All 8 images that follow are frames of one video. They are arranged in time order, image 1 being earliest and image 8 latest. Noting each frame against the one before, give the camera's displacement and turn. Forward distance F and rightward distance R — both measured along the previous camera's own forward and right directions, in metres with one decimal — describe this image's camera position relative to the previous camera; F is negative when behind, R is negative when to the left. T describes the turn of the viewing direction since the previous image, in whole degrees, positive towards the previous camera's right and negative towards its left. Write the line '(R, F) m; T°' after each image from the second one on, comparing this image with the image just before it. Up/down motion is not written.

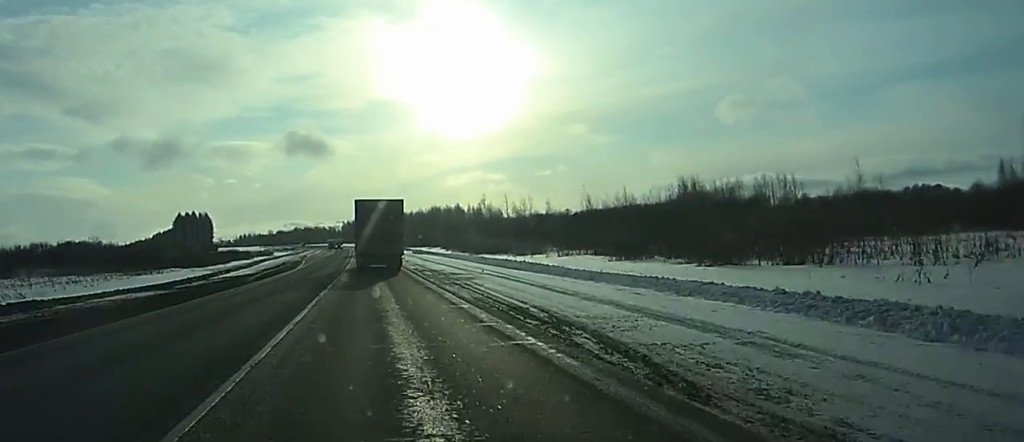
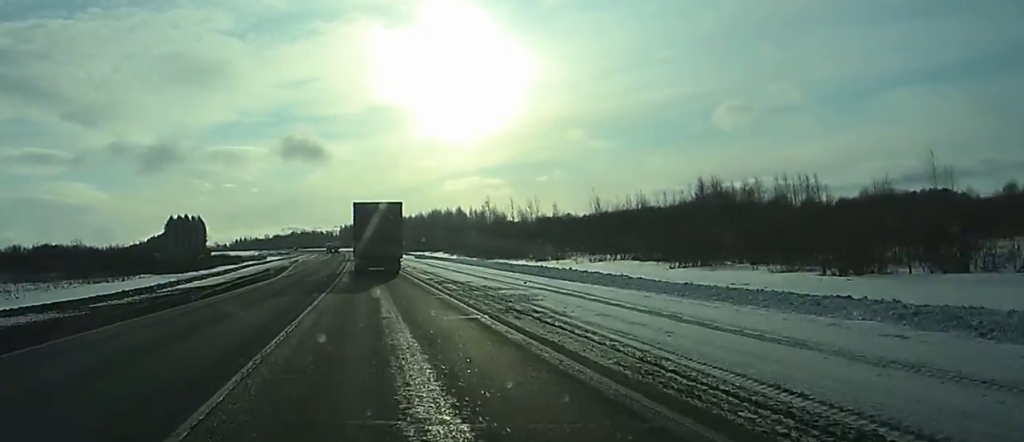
(-0.1, +13.1) m; 0°
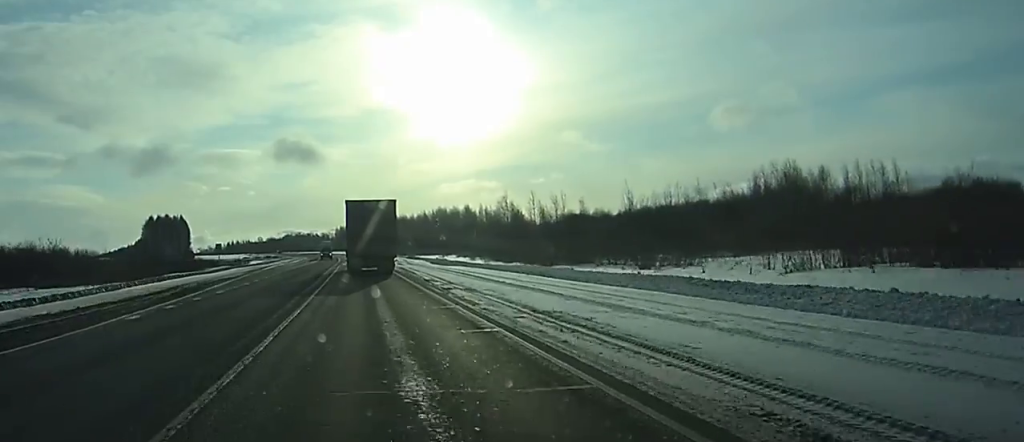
(+0.2, +34.5) m; +1°
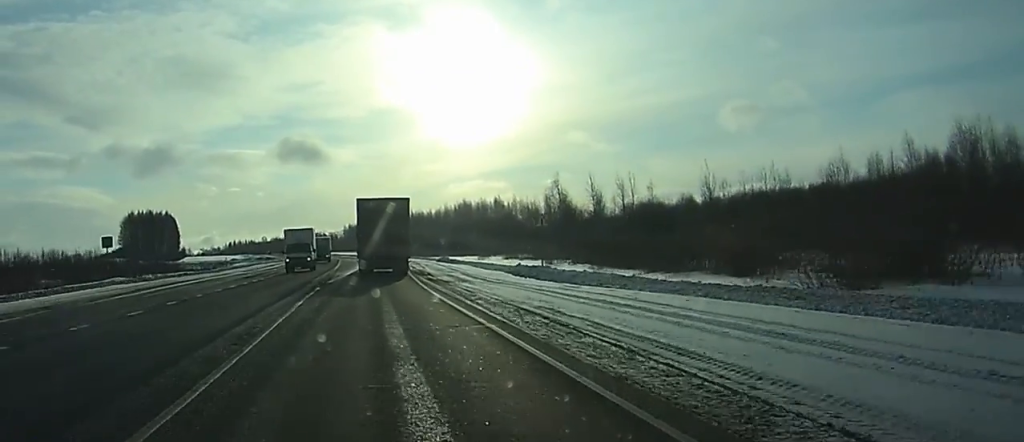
(0.0, +46.4) m; 0°
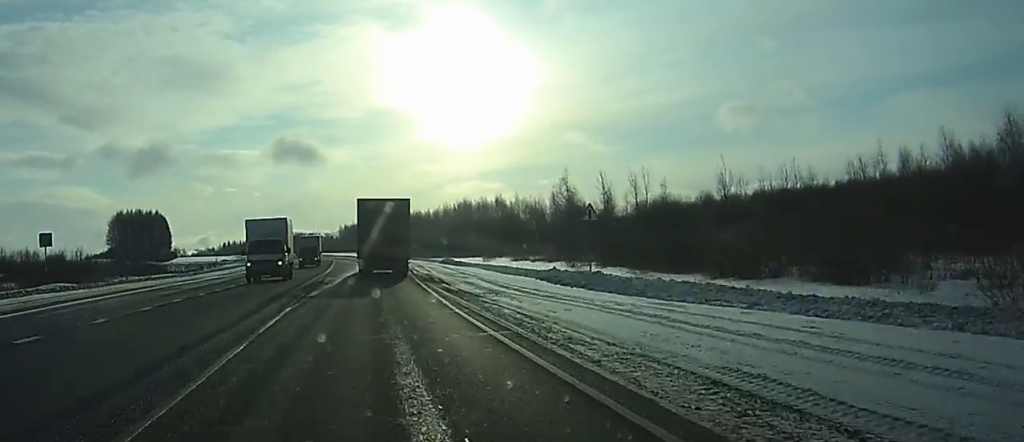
(0.0, +10.3) m; 0°
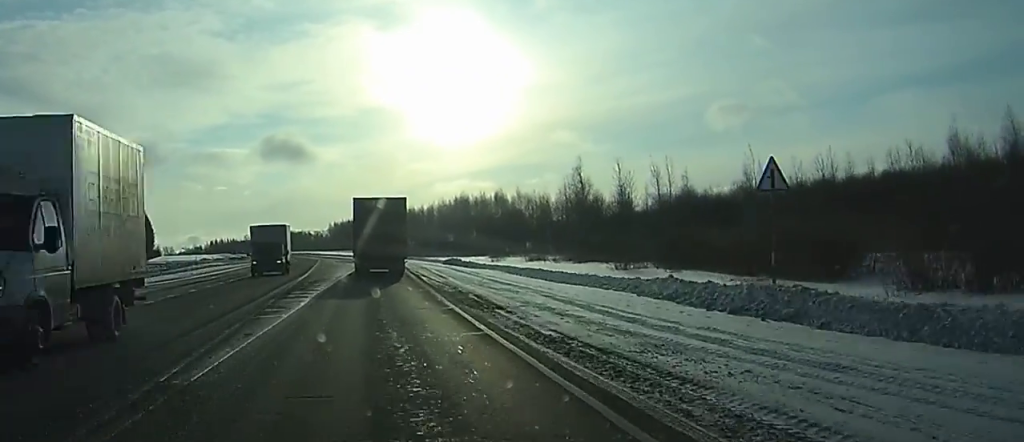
(-0.1, +16.8) m; 0°
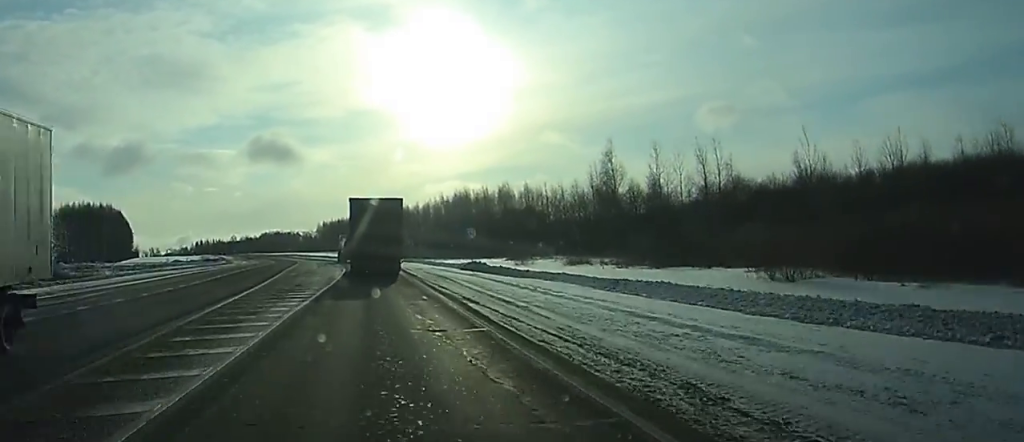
(0.0, +23.0) m; 0°
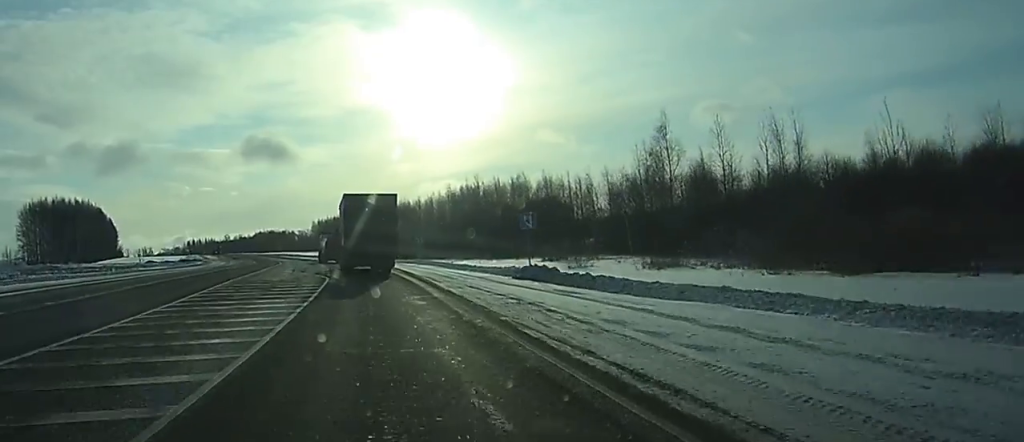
(+0.1, +22.9) m; 0°
